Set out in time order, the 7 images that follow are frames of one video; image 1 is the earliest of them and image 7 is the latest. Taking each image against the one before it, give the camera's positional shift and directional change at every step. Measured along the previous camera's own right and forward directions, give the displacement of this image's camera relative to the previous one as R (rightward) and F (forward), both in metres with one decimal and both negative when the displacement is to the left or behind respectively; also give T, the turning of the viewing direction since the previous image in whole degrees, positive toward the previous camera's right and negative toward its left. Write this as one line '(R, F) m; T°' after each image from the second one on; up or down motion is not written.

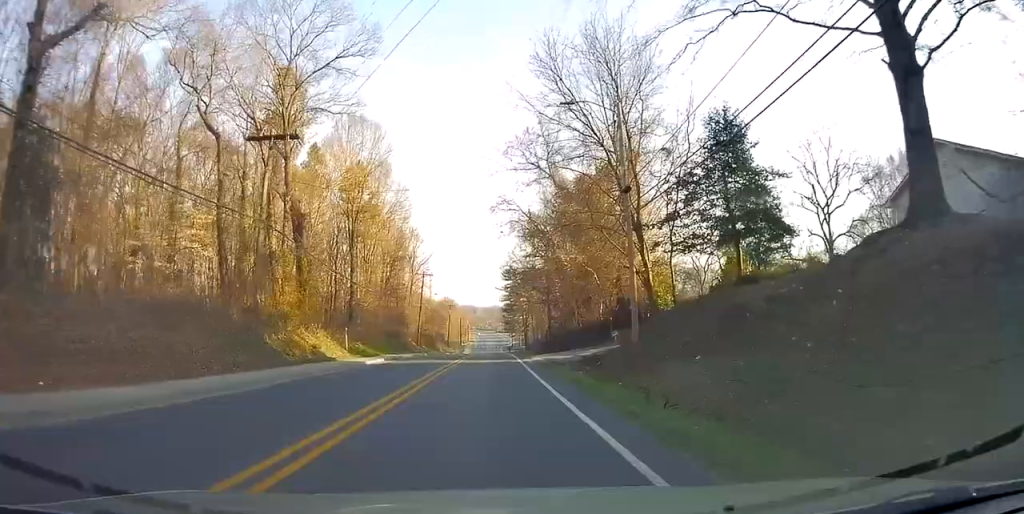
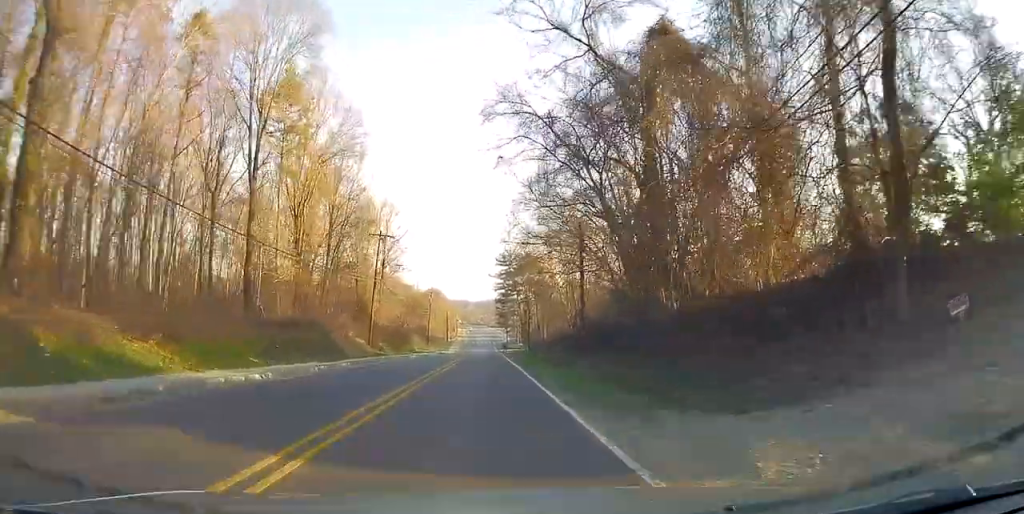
(-0.4, +27.2) m; 0°
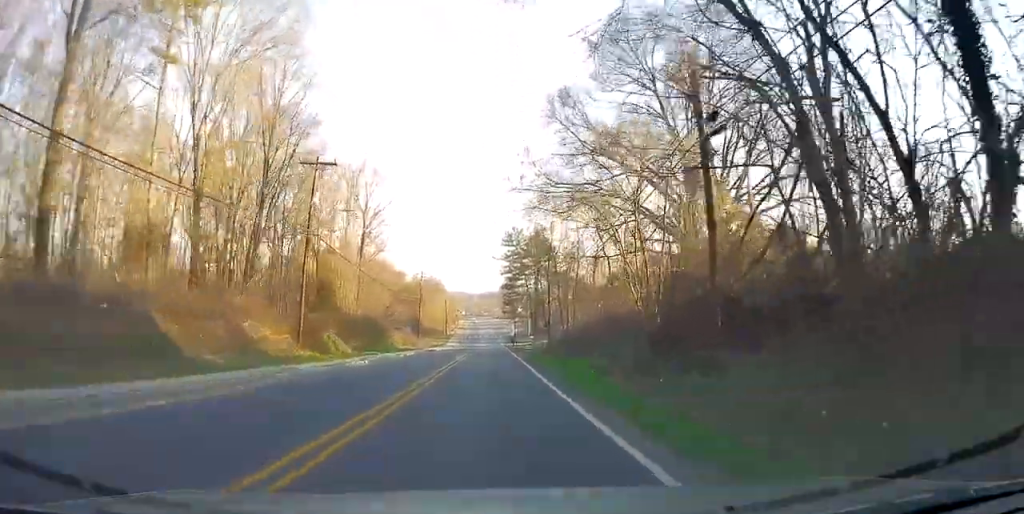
(+0.3, +20.4) m; +1°
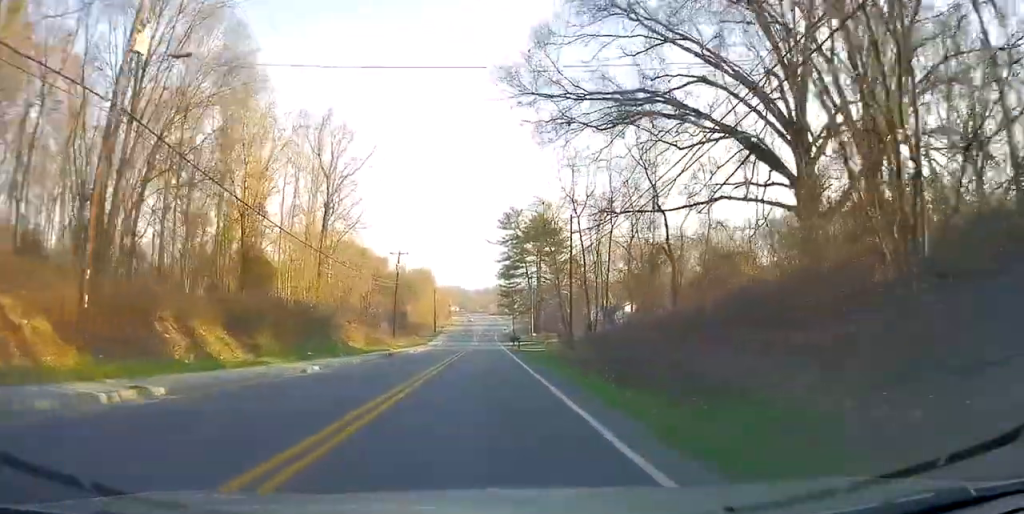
(-0.3, +17.8) m; +1°
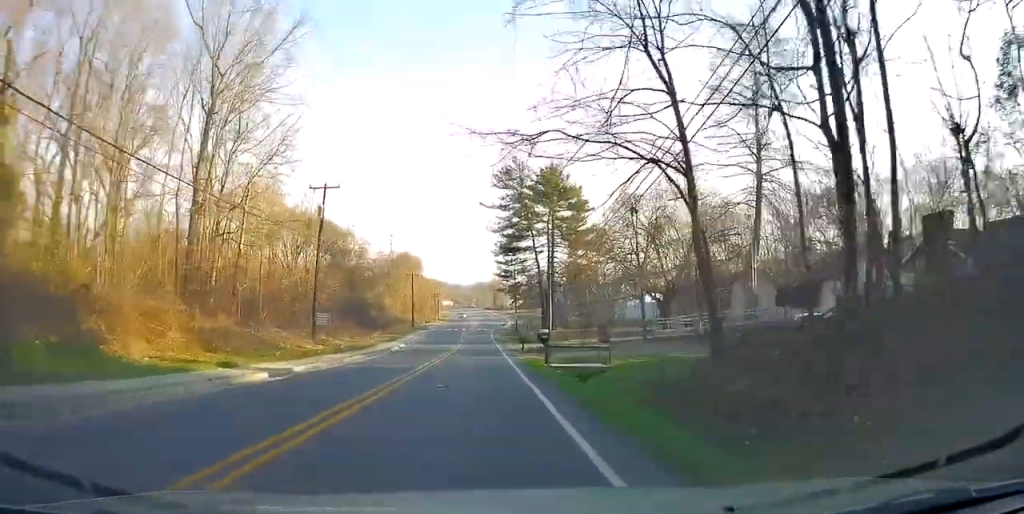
(+0.7, +30.3) m; 0°
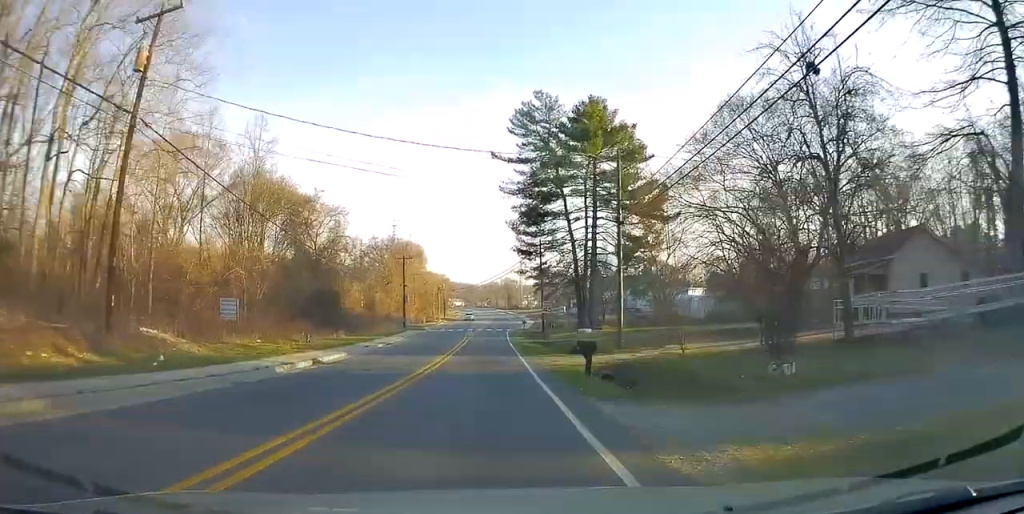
(-0.6, +24.2) m; -1°
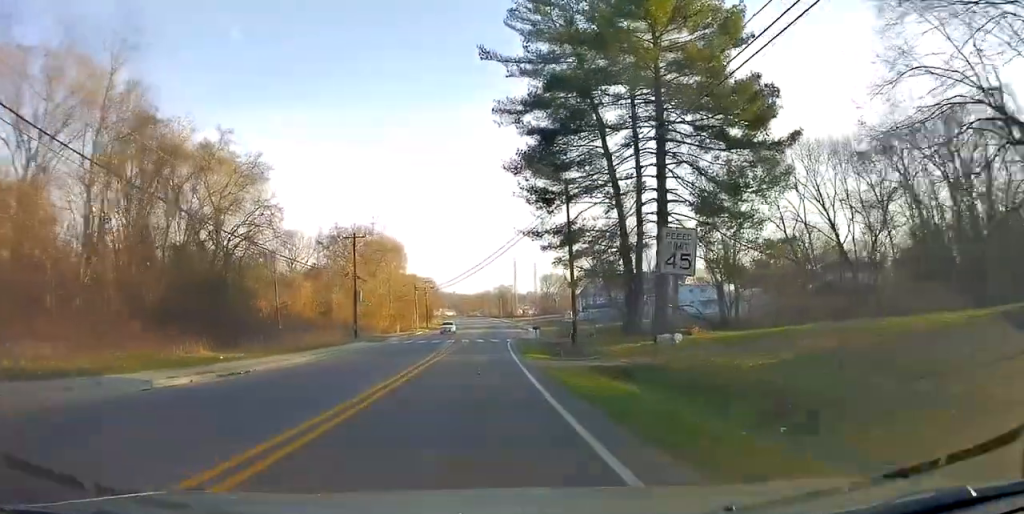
(+0.2, +24.9) m; 0°
